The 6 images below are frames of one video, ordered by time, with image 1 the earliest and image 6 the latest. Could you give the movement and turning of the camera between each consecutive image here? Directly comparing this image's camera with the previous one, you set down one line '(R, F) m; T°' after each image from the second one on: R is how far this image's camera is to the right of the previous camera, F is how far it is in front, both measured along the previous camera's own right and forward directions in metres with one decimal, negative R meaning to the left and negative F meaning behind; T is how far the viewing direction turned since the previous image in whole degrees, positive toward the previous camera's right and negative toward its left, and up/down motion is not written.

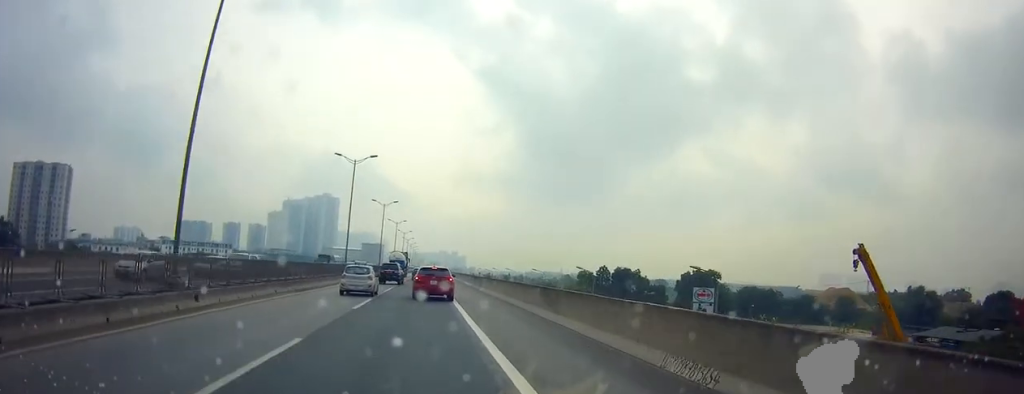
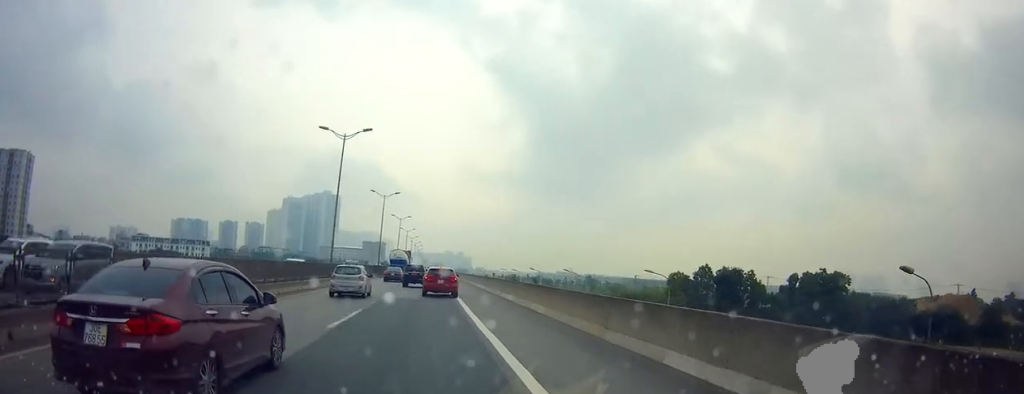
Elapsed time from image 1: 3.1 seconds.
(+1.1, +51.5) m; +1°
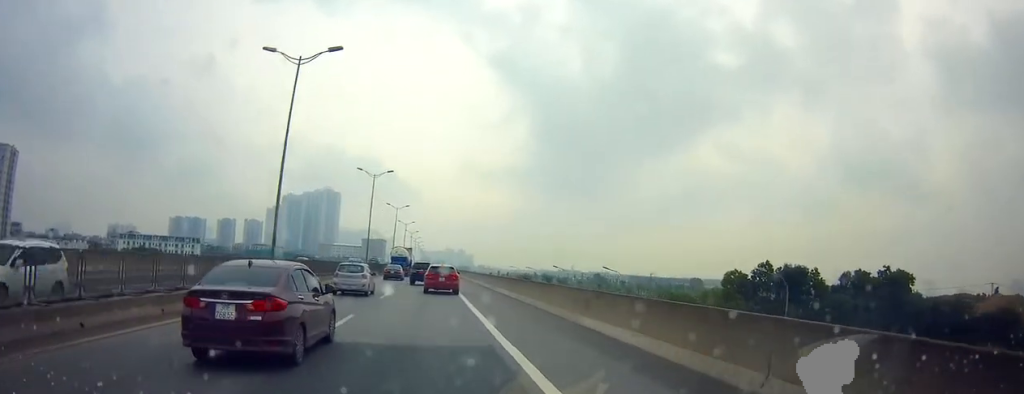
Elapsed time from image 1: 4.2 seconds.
(+0.3, +17.7) m; +1°
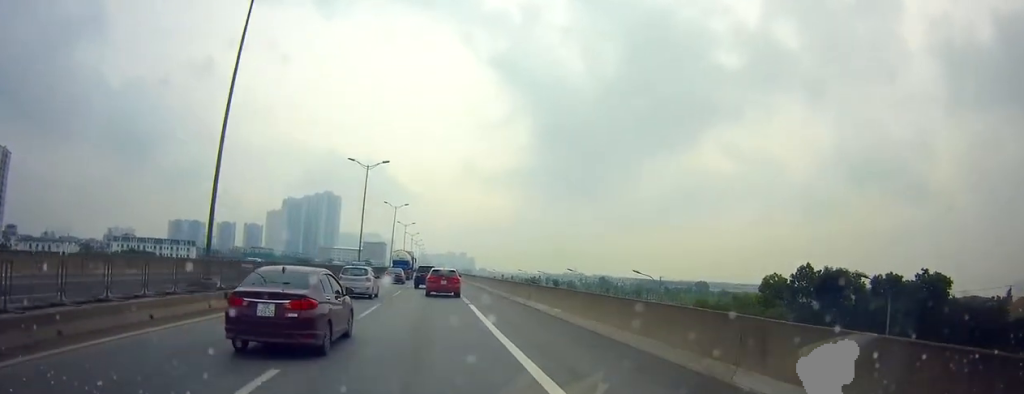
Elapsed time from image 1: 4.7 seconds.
(0.0, +8.9) m; 0°
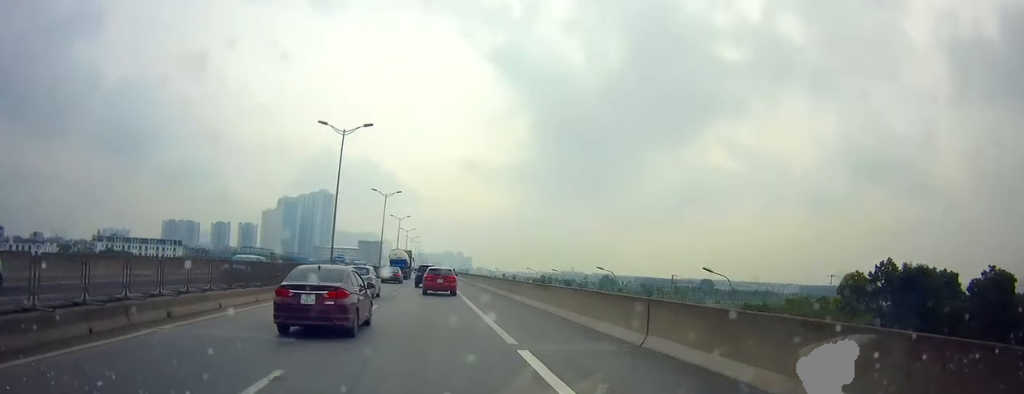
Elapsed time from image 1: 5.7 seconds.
(-0.1, +15.0) m; -1°
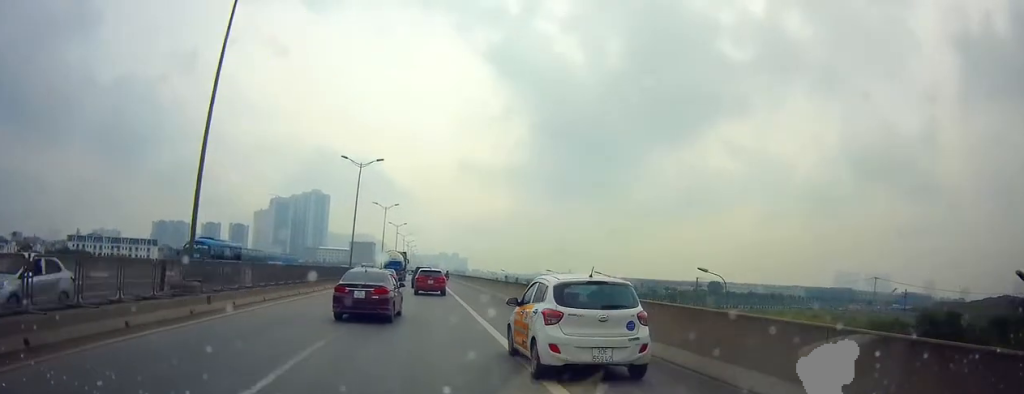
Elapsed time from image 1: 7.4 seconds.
(-0.1, +26.6) m; -2°
